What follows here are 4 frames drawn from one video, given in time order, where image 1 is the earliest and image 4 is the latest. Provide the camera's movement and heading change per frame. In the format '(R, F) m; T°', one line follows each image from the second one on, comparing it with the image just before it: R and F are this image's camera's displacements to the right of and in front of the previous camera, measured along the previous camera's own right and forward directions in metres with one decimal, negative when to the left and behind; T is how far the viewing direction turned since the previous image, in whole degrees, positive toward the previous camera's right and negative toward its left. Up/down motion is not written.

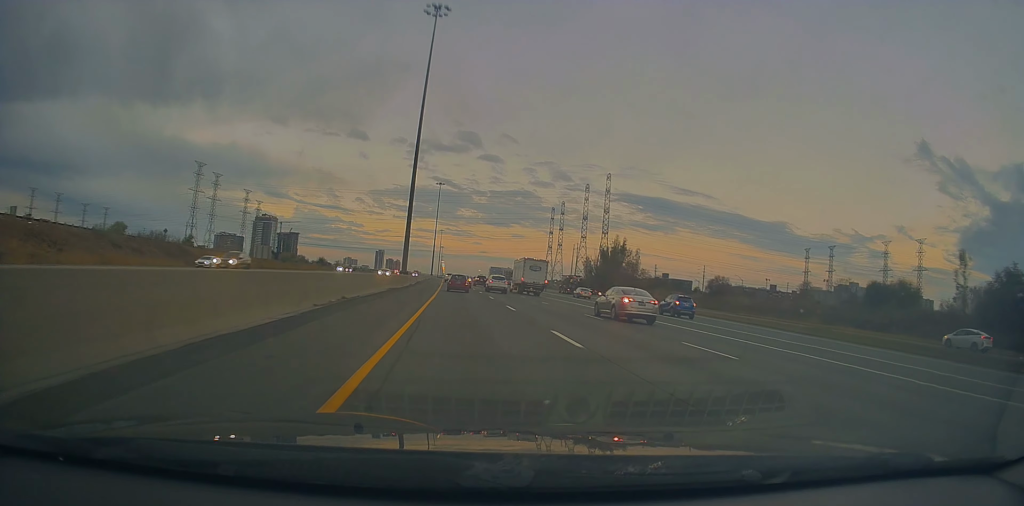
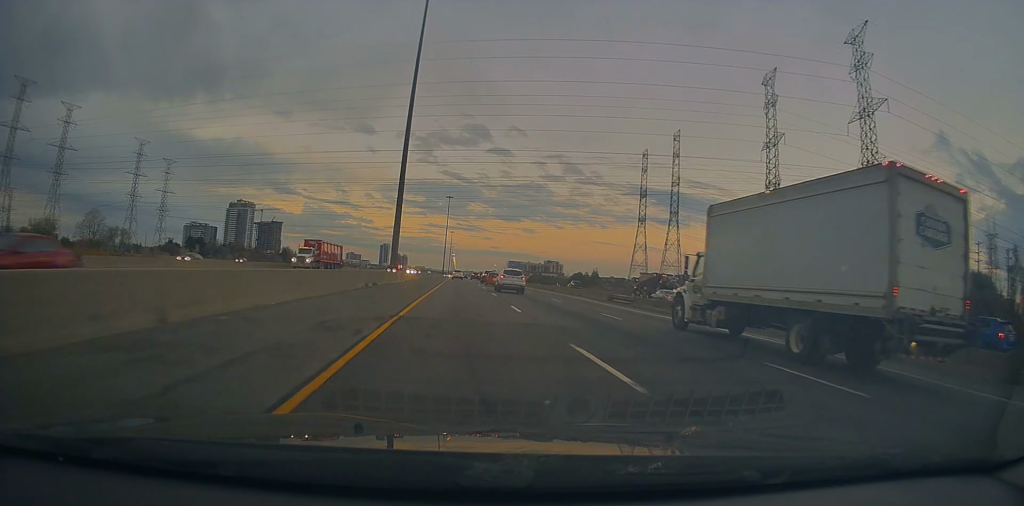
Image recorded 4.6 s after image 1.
(-1.5, +161.0) m; -1°
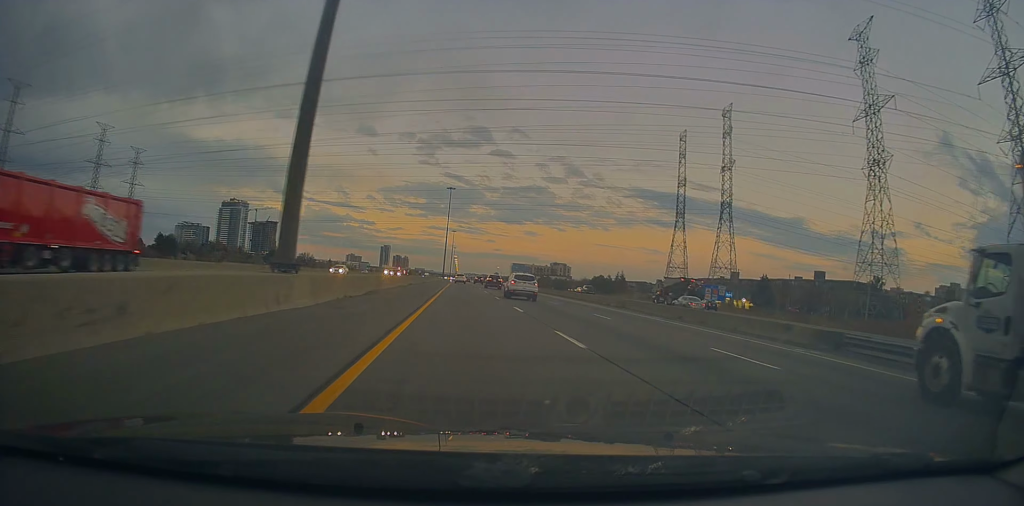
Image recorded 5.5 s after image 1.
(-0.1, +34.1) m; -1°
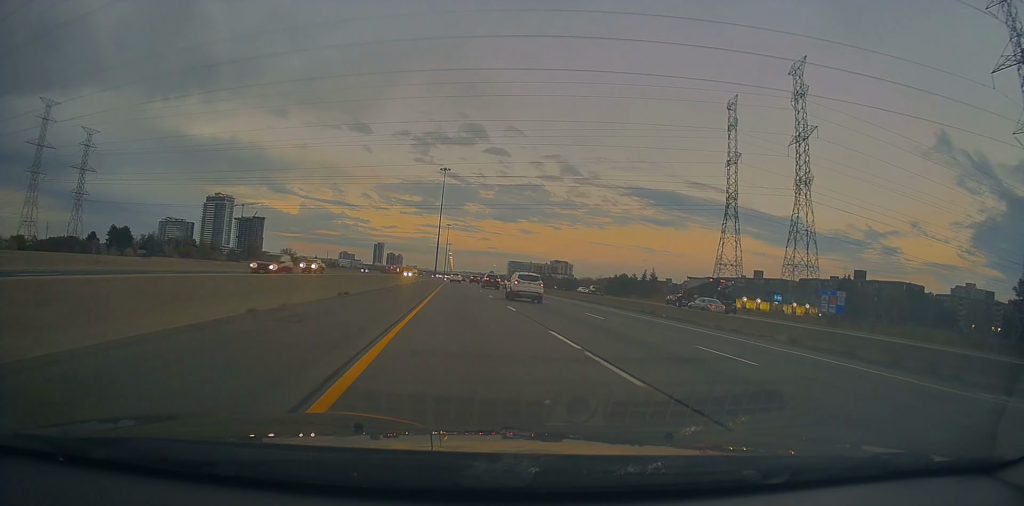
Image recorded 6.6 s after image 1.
(-0.2, +36.6) m; 0°
